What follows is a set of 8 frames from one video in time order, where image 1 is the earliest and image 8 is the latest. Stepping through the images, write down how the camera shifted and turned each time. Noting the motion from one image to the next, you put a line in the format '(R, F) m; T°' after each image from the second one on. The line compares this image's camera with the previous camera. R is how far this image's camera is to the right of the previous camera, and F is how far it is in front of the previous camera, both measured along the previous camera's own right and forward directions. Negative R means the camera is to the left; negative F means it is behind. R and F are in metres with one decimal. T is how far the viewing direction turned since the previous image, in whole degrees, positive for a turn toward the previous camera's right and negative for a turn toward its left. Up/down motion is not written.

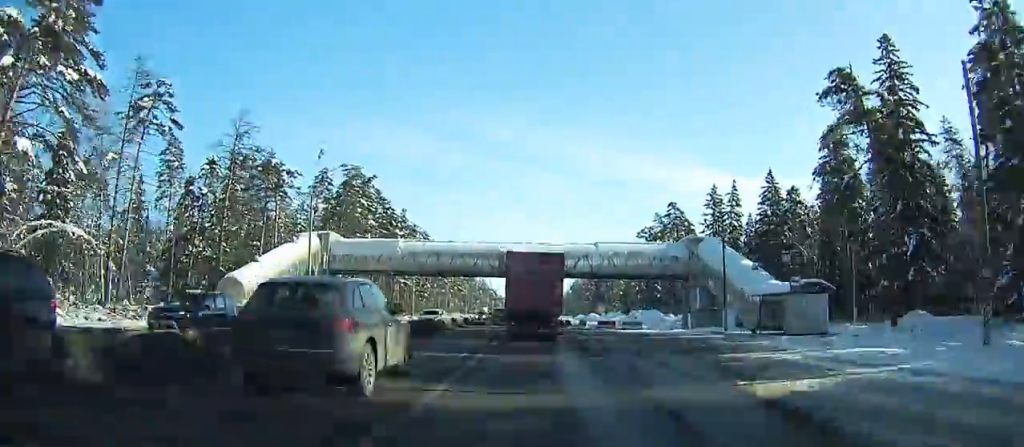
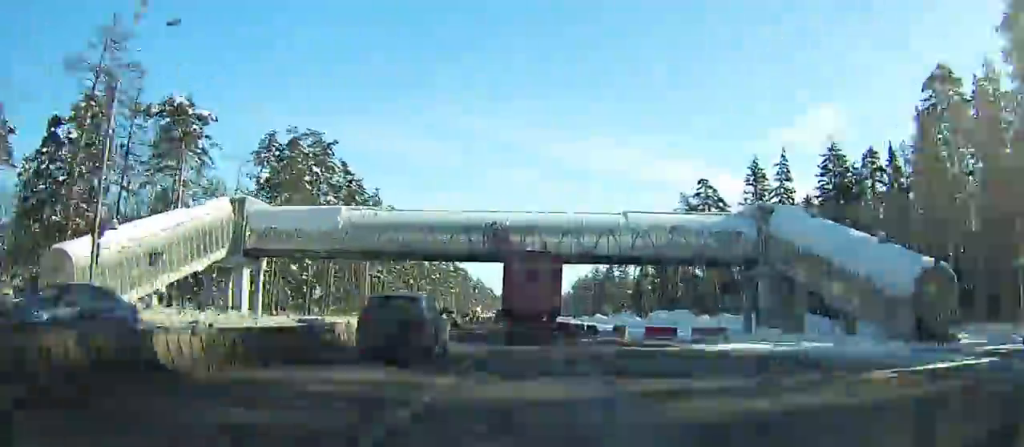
(0.0, +23.1) m; 0°
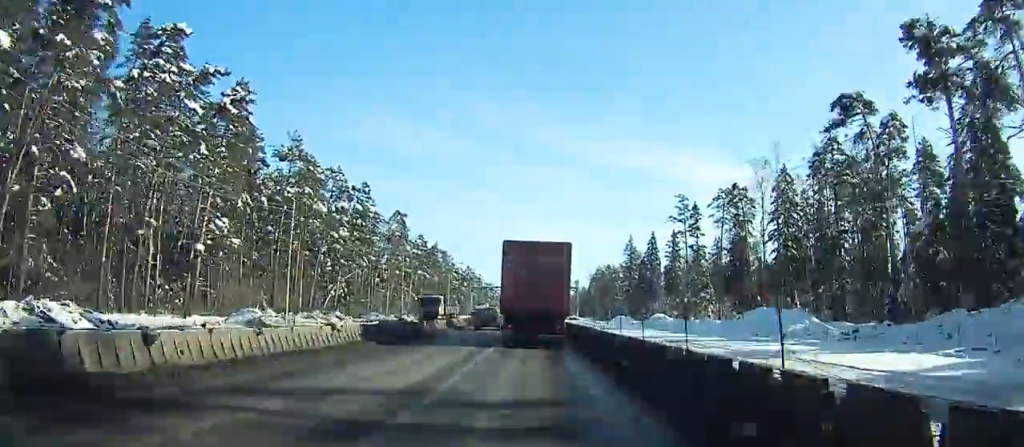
(+0.6, +87.1) m; +1°
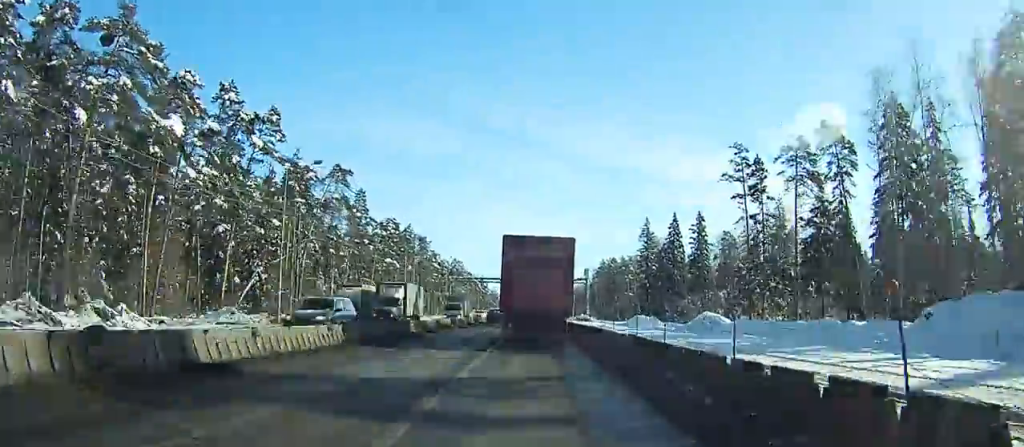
(-0.2, +34.2) m; 0°
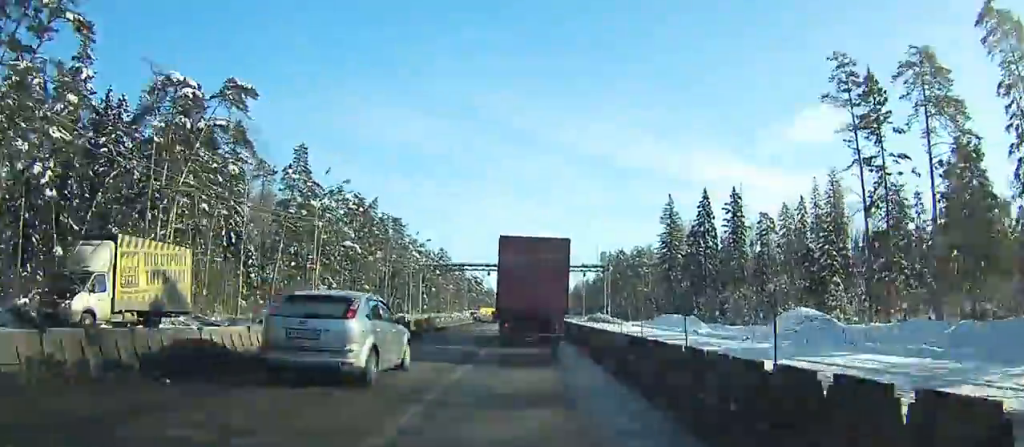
(-0.1, +30.6) m; -1°
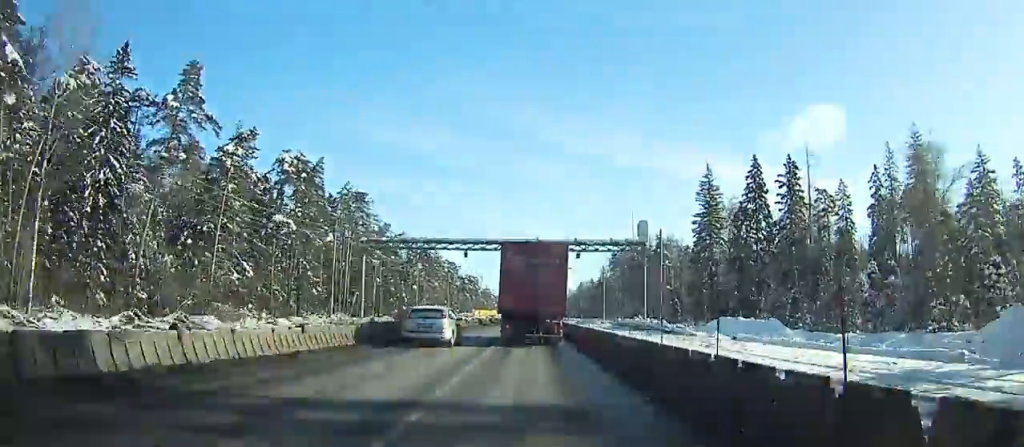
(+0.1, +30.3) m; -1°
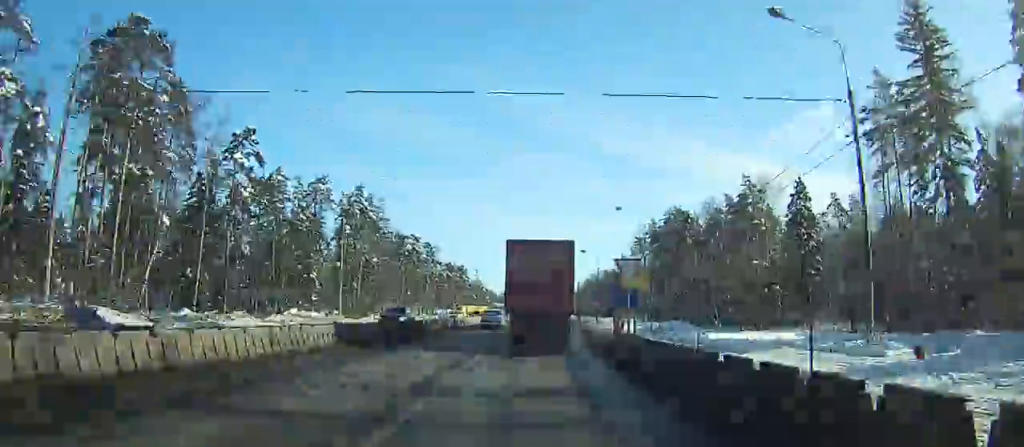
(+0.7, +63.3) m; +2°
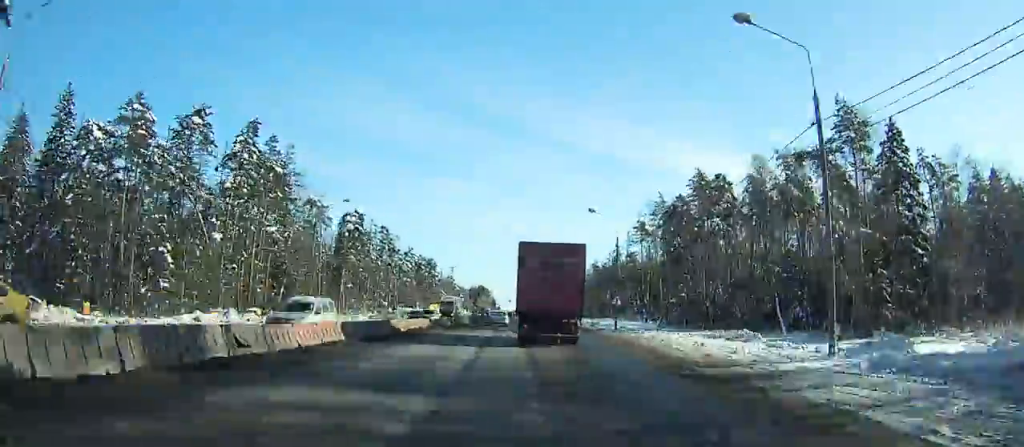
(+1.0, +35.4) m; +1°
